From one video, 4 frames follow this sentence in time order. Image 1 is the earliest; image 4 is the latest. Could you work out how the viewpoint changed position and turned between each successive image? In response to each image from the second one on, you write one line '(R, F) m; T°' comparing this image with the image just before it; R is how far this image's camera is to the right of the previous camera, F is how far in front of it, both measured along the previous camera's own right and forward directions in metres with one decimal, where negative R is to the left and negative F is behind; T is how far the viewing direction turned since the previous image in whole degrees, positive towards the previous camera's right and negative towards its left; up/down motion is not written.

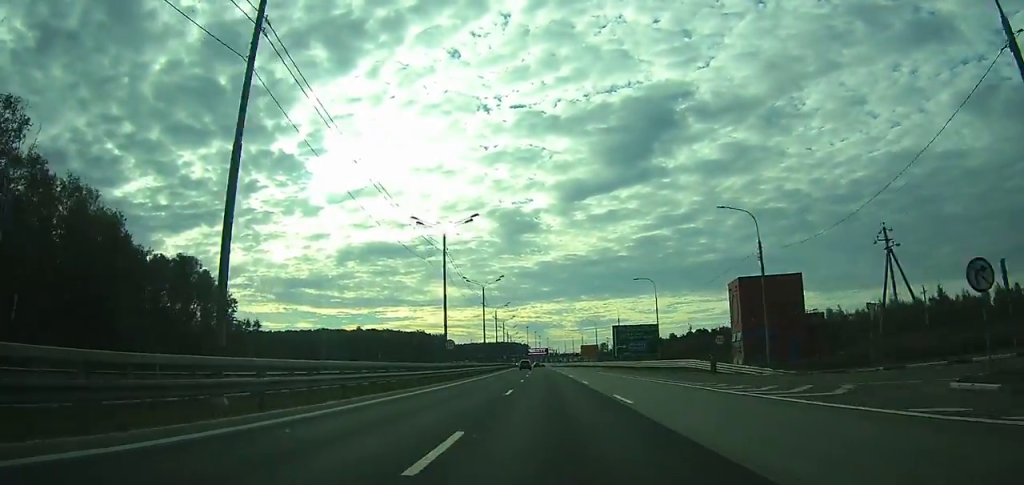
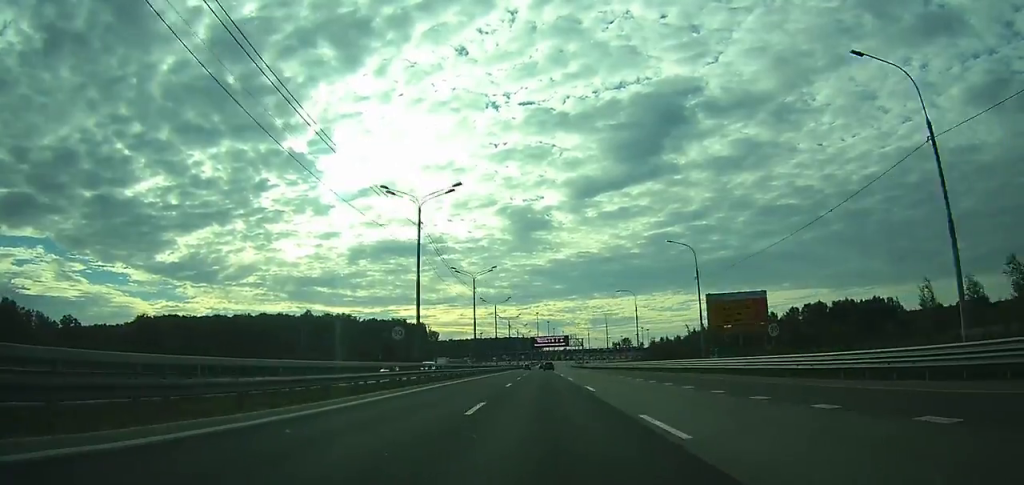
(-1.7, +116.5) m; -1°
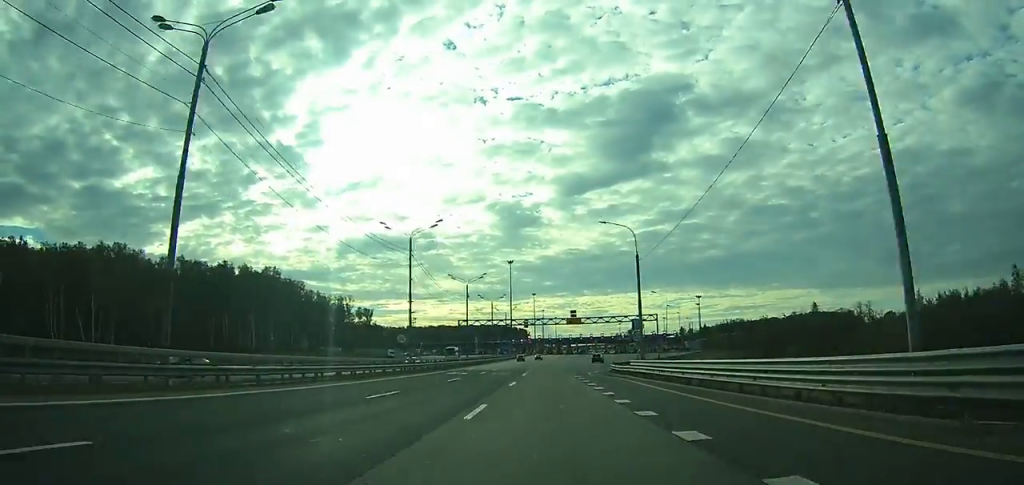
(+1.9, +173.2) m; +1°
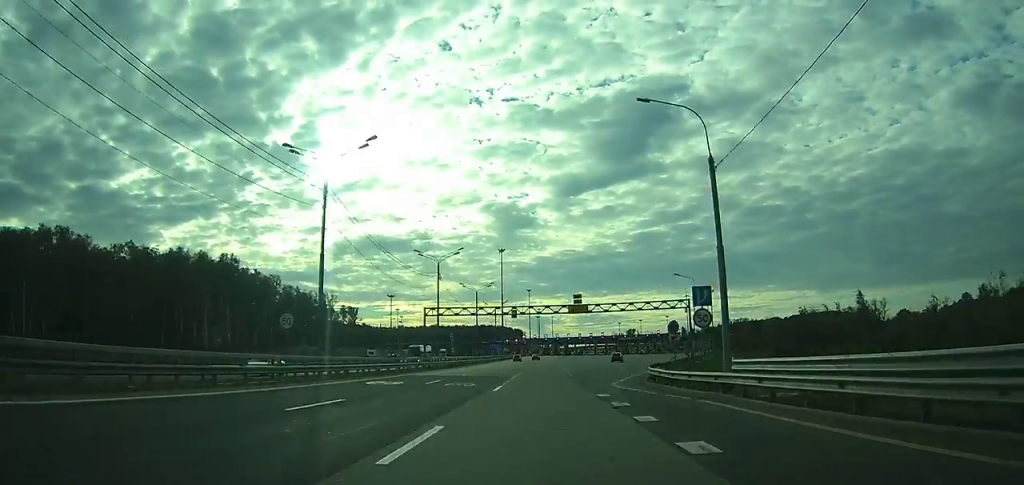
(0.0, +20.2) m; +1°
